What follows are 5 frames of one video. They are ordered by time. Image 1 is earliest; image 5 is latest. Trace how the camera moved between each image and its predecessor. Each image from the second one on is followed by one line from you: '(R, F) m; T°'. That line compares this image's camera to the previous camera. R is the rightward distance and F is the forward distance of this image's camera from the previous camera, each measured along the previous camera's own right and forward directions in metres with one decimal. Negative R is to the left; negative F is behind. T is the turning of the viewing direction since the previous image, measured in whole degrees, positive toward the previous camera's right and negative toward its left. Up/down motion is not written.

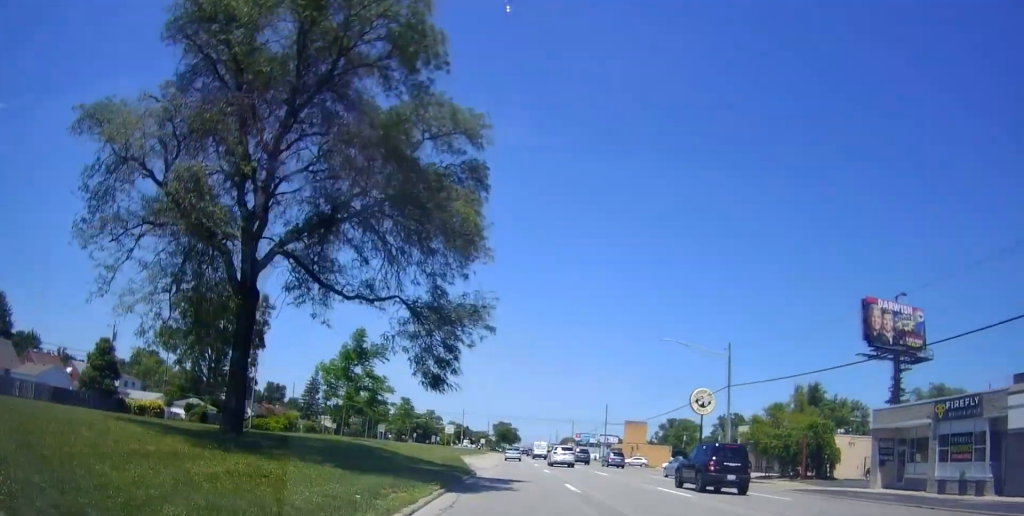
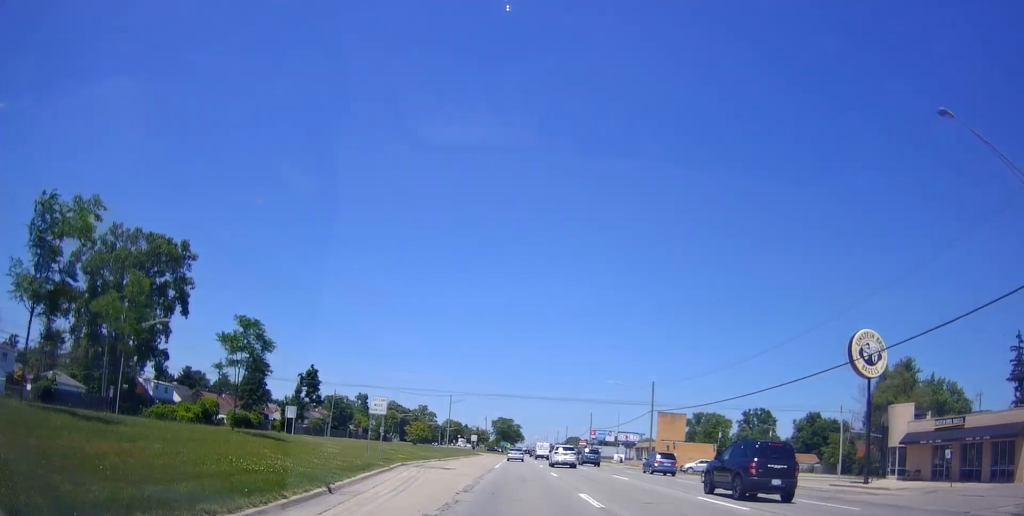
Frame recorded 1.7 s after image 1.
(+0.8, +35.4) m; +2°
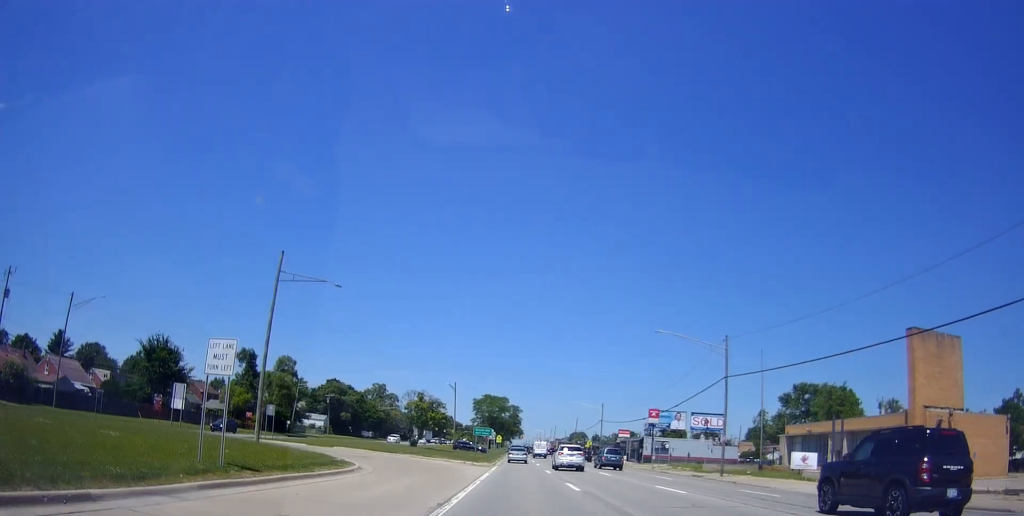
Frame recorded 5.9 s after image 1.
(-1.0, +86.7) m; -1°
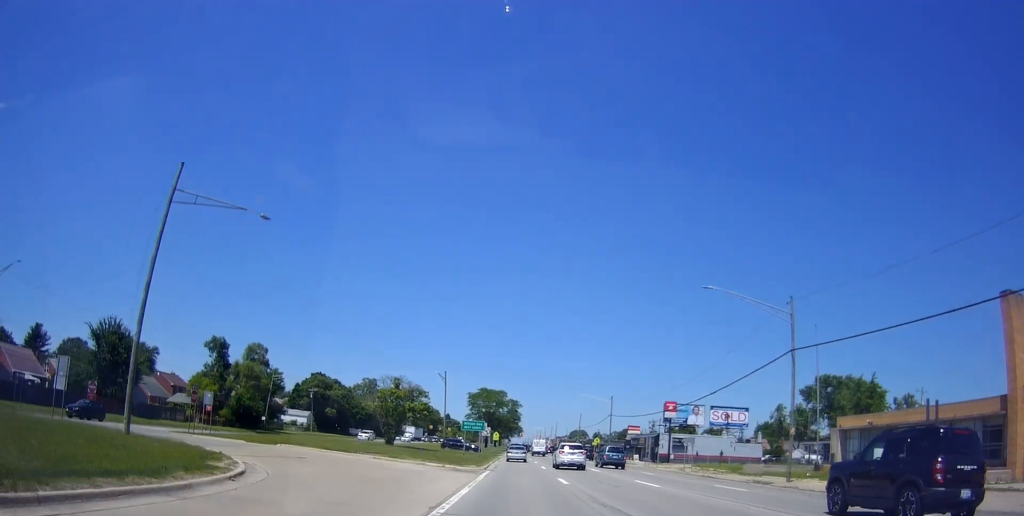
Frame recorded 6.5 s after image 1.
(-0.5, +12.0) m; 0°
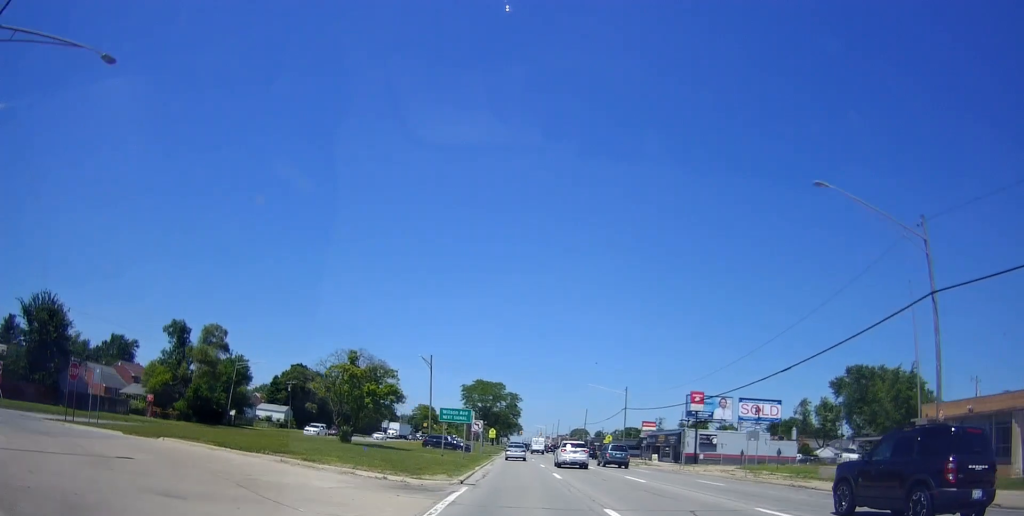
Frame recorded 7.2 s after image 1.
(+0.2, +13.8) m; +1°
